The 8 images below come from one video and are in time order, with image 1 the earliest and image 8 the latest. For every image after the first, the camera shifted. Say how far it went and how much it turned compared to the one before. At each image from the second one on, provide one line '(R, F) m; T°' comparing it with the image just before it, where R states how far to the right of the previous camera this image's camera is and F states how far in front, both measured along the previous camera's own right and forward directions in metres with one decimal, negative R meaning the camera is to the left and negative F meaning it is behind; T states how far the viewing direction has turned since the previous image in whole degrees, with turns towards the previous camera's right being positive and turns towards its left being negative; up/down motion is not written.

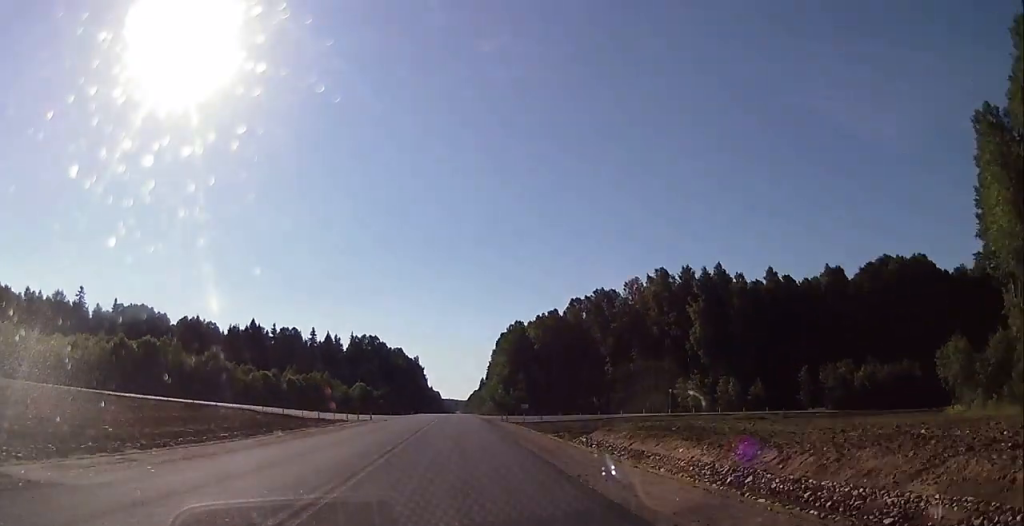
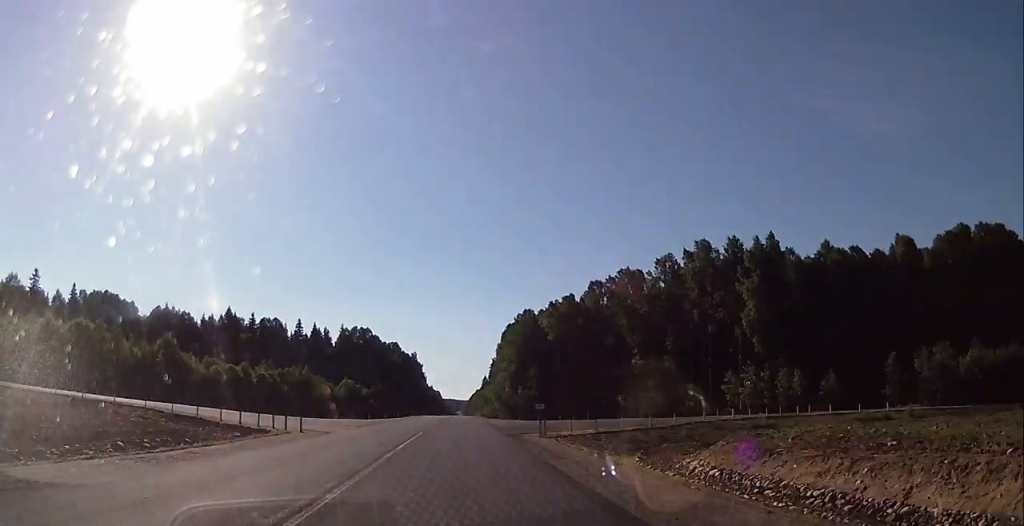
(-0.3, +22.8) m; -1°
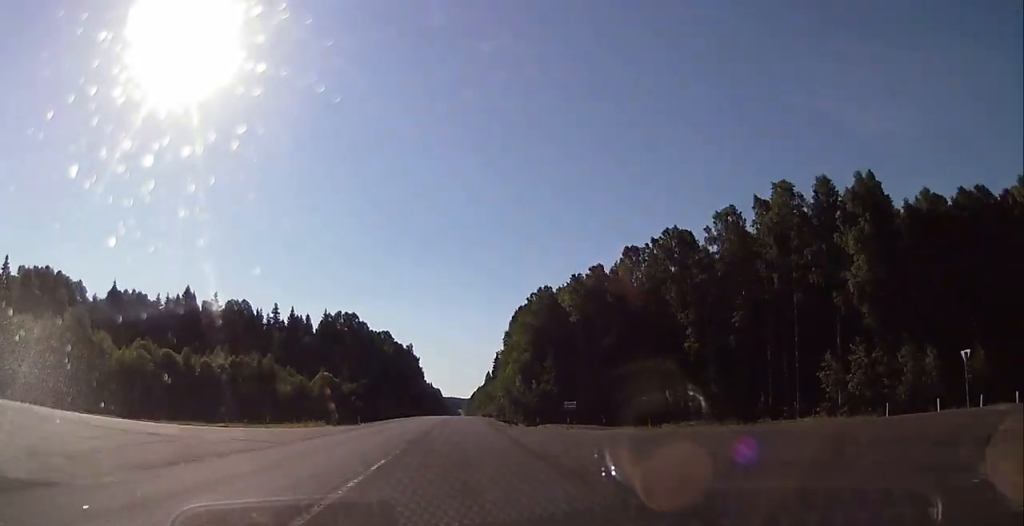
(-0.2, +29.1) m; +2°
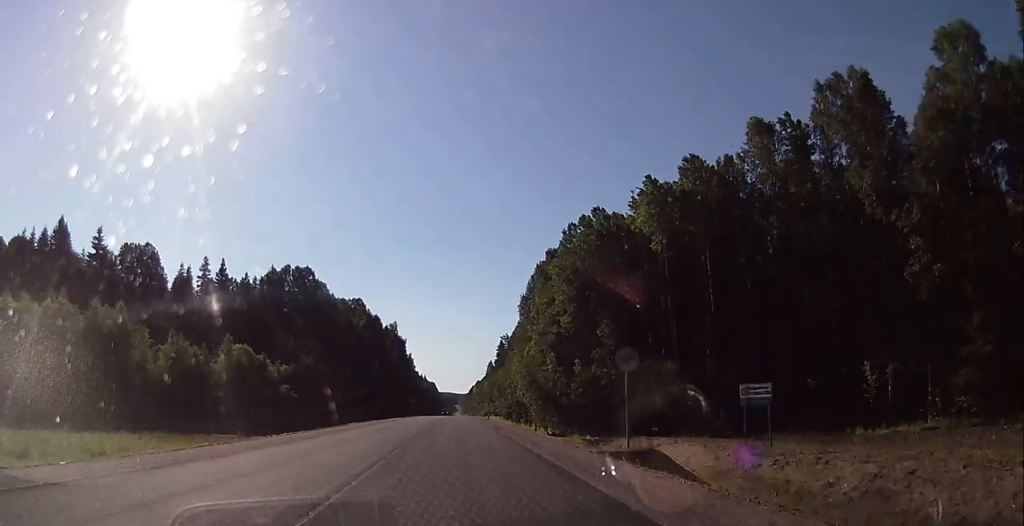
(+1.8, +52.0) m; +2°
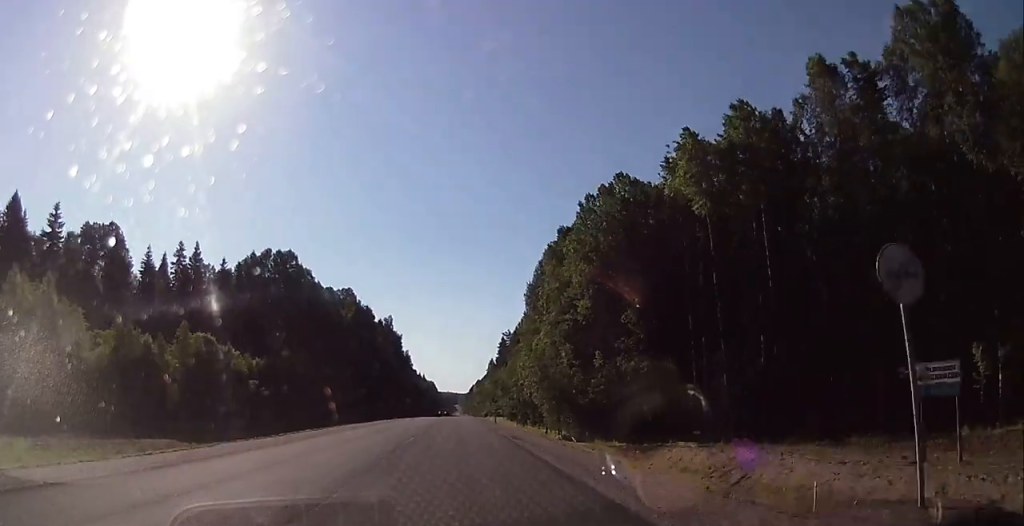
(-0.5, +12.8) m; 0°
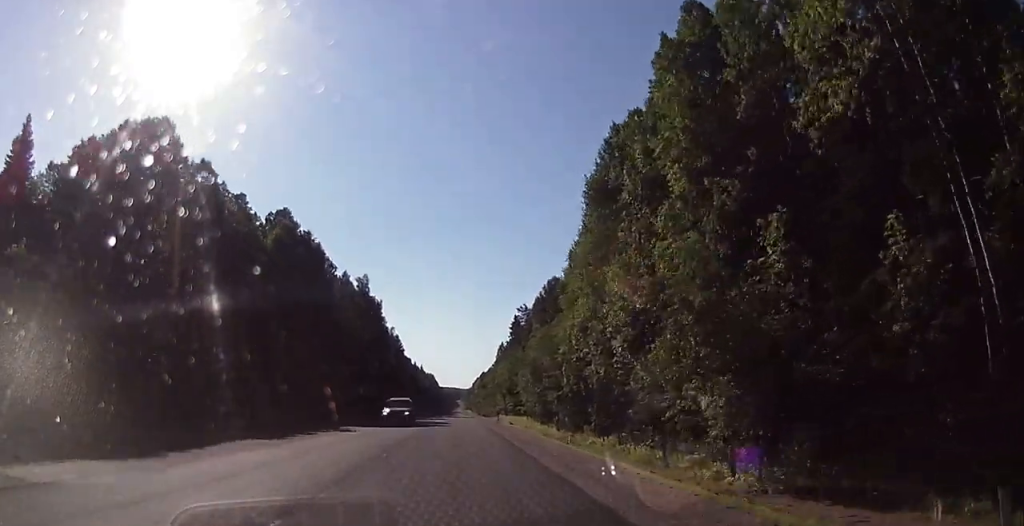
(+1.9, +52.2) m; +3°
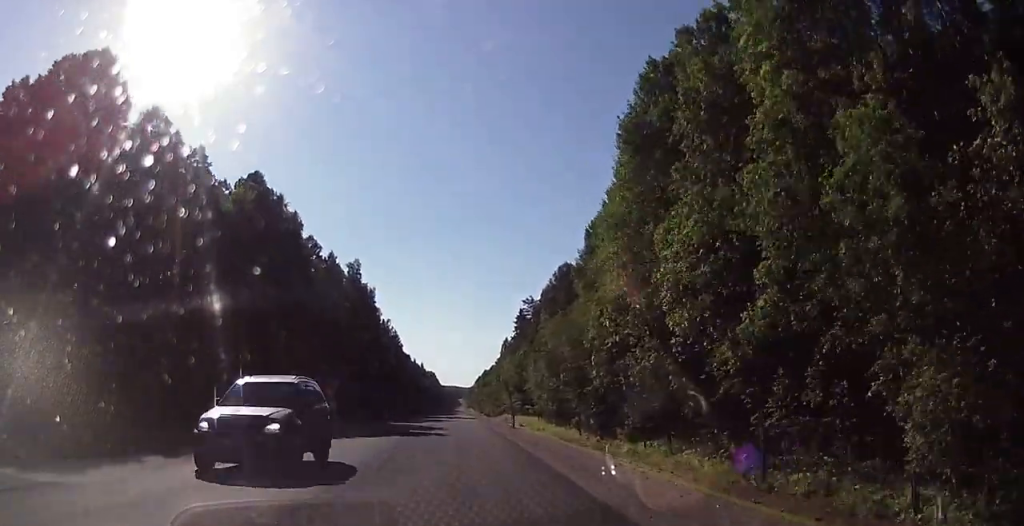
(+0.1, +13.4) m; 0°
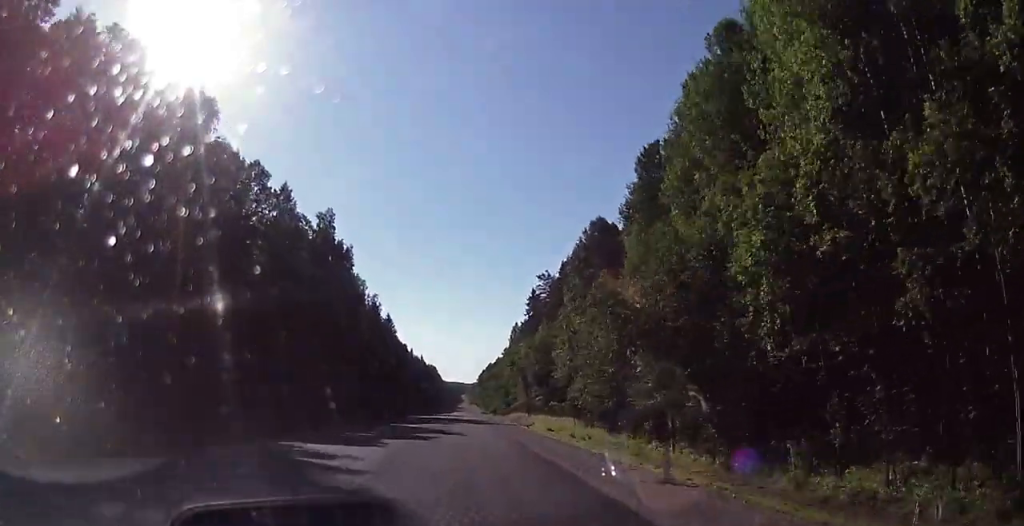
(+0.2, +29.2) m; 0°
